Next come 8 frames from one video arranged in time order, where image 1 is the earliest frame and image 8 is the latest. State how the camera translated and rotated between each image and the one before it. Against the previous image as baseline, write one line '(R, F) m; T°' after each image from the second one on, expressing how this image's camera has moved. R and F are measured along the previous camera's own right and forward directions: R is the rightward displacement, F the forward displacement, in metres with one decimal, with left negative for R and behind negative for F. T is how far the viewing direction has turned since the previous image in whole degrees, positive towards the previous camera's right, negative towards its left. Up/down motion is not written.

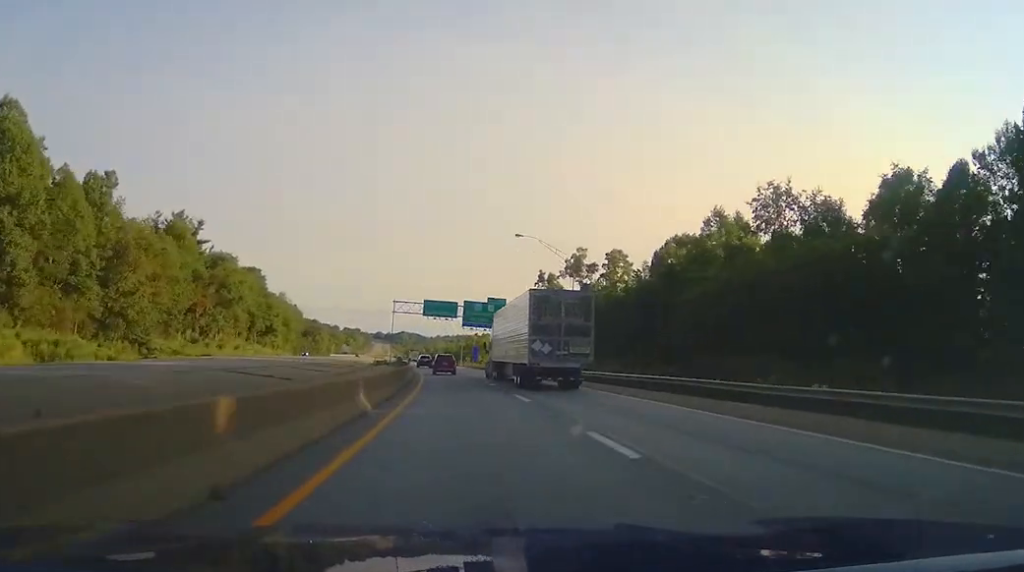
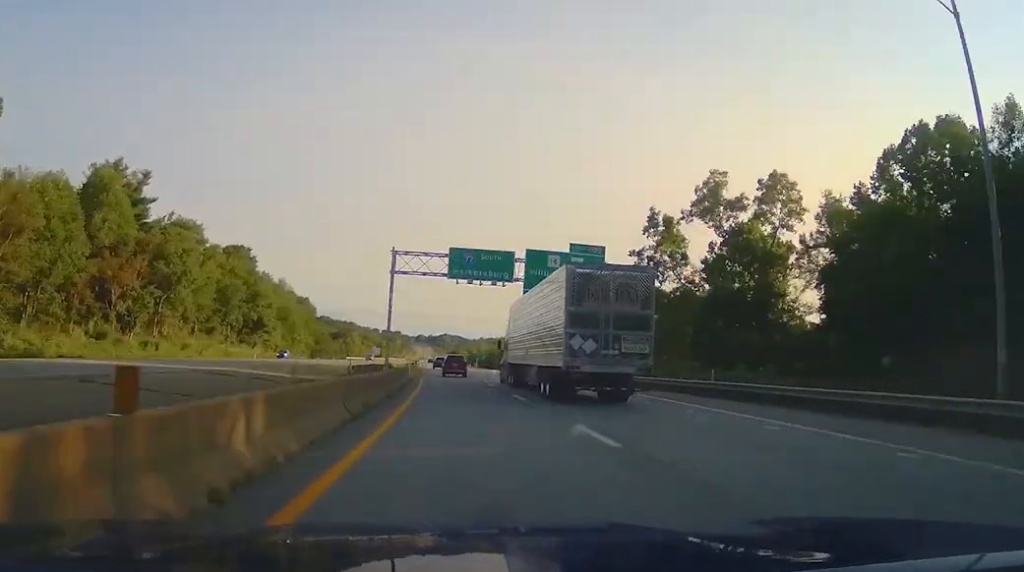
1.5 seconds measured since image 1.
(-1.6, +48.0) m; -5°
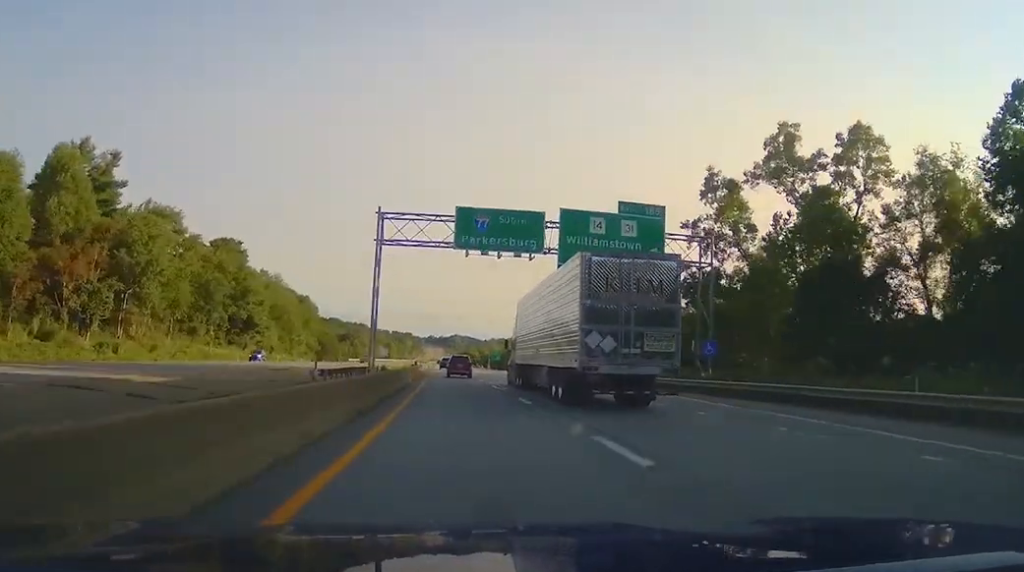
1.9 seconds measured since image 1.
(-0.6, +14.3) m; -1°
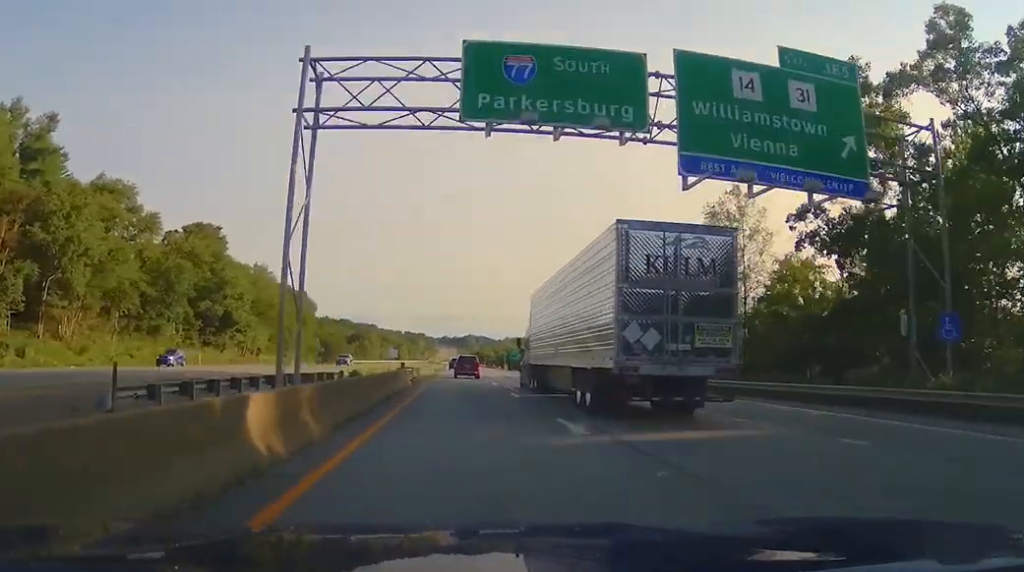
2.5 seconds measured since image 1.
(-0.1, +20.9) m; 0°
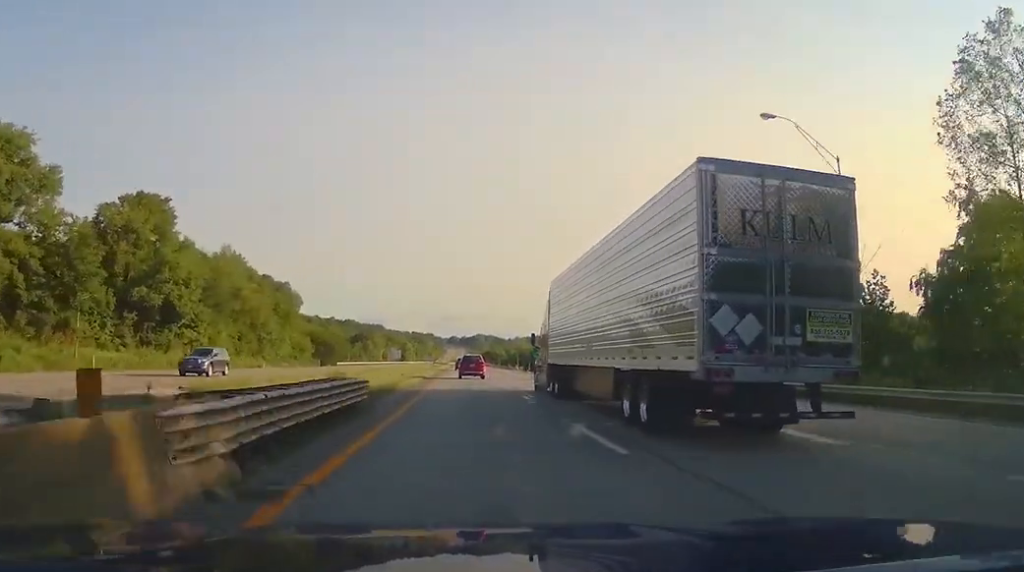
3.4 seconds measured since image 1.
(+0.2, +27.5) m; 0°
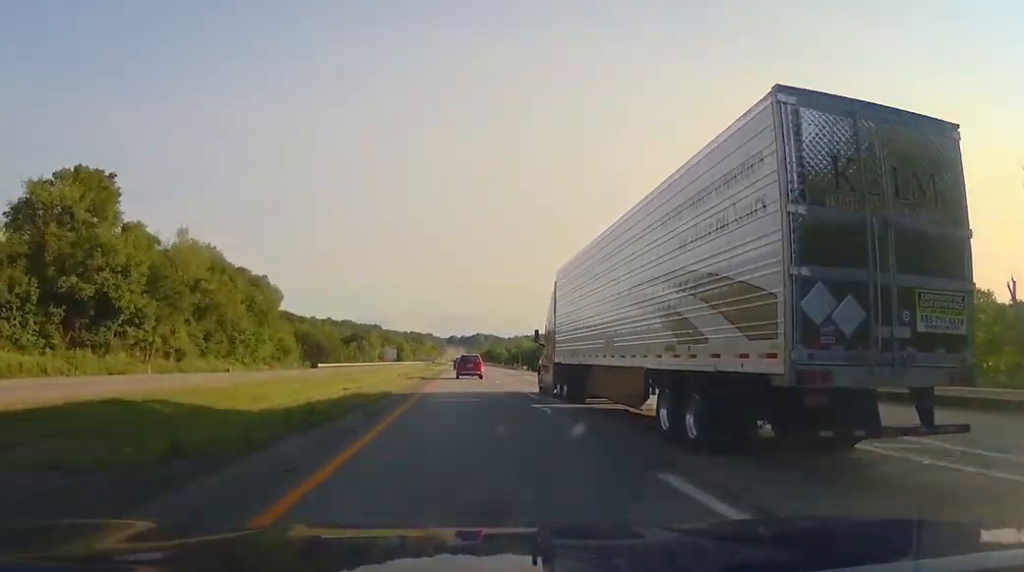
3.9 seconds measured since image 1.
(-0.1, +17.5) m; 0°
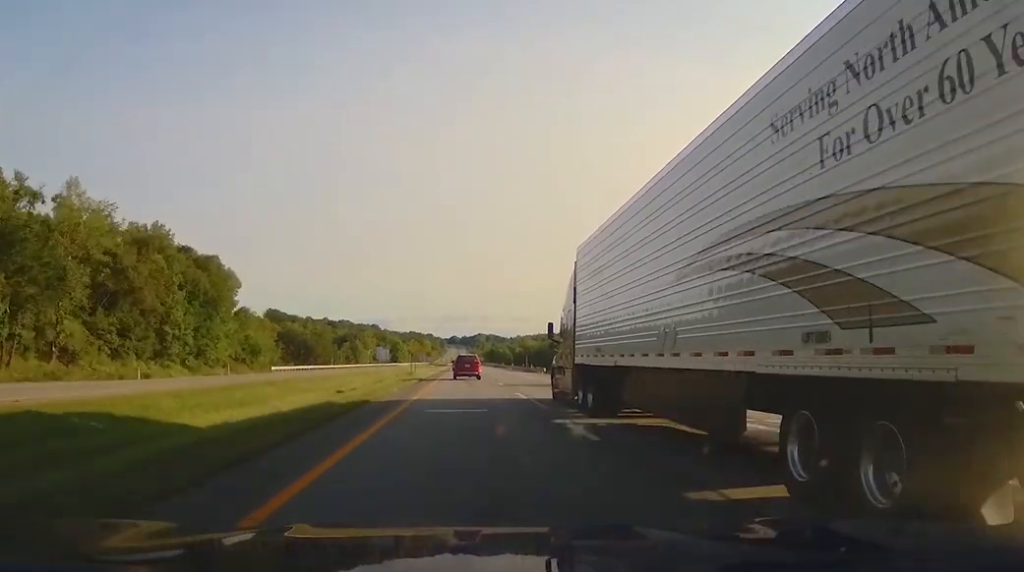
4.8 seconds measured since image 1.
(0.0, +30.6) m; 0°
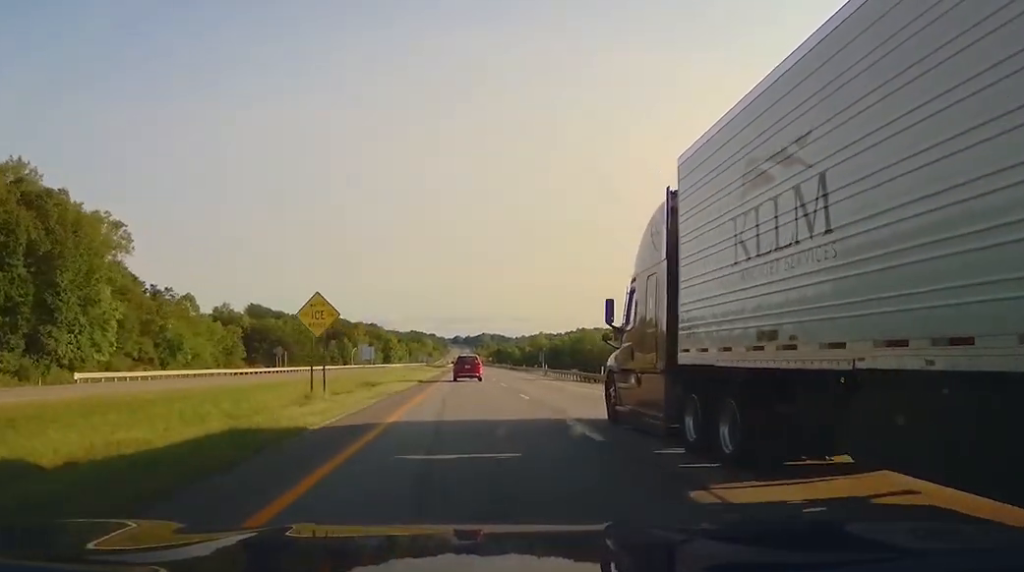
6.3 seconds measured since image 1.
(0.0, +48.9) m; 0°
